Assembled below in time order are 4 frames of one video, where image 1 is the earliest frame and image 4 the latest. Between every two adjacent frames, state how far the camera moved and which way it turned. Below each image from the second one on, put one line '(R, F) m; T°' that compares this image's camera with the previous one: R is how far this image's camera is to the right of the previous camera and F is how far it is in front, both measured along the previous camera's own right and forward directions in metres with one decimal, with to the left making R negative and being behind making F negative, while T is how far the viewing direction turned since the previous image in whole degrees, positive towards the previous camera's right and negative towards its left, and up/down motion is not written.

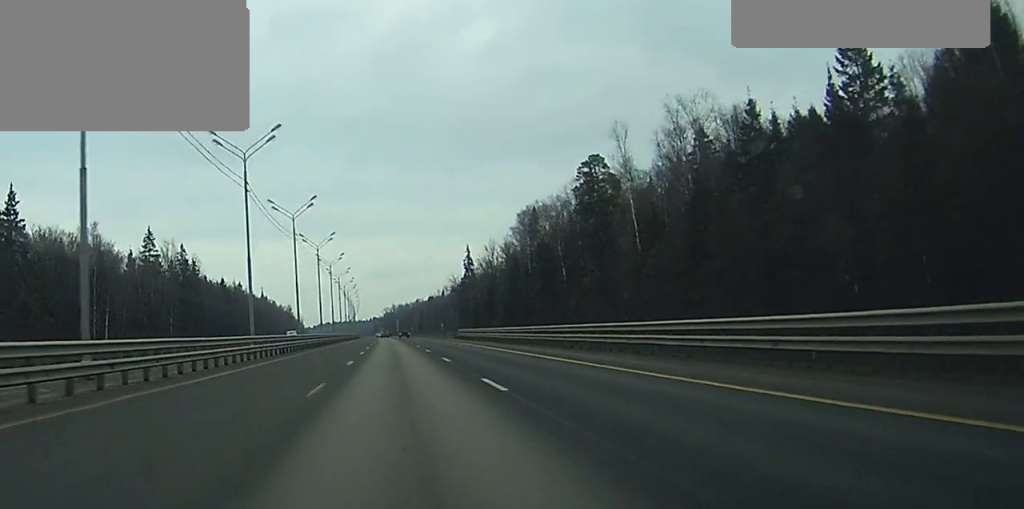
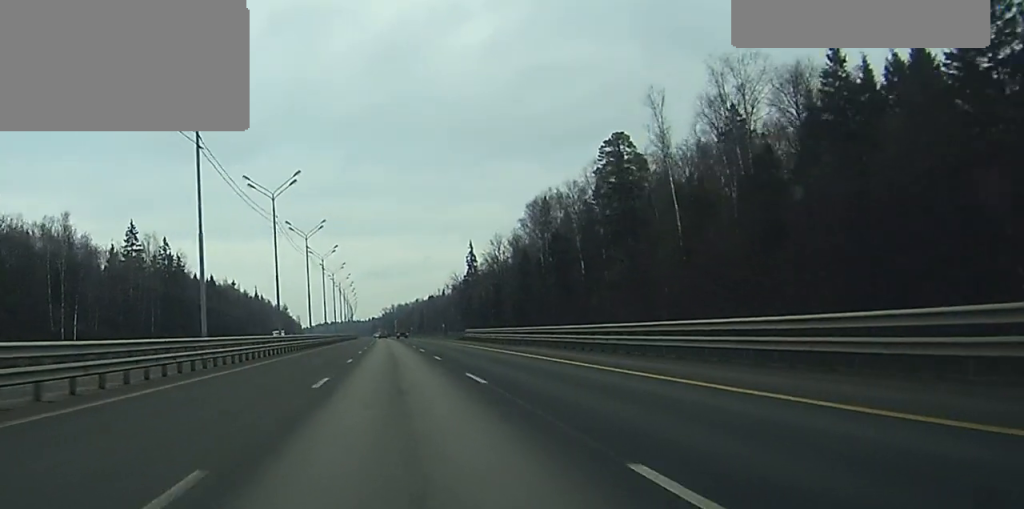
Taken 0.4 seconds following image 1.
(0.0, +13.2) m; 0°
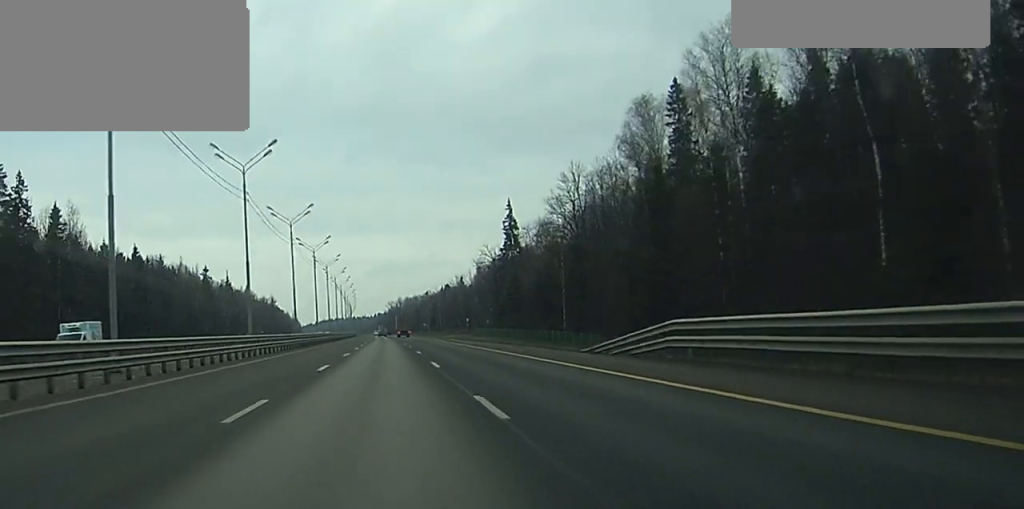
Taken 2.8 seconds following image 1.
(0.0, +70.9) m; 0°
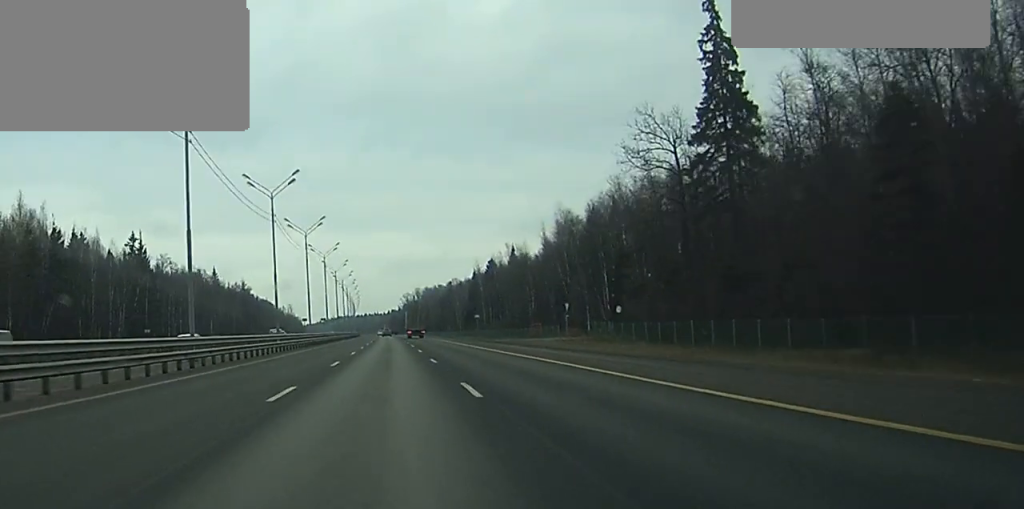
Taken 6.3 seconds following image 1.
(-1.0, +108.2) m; -1°
